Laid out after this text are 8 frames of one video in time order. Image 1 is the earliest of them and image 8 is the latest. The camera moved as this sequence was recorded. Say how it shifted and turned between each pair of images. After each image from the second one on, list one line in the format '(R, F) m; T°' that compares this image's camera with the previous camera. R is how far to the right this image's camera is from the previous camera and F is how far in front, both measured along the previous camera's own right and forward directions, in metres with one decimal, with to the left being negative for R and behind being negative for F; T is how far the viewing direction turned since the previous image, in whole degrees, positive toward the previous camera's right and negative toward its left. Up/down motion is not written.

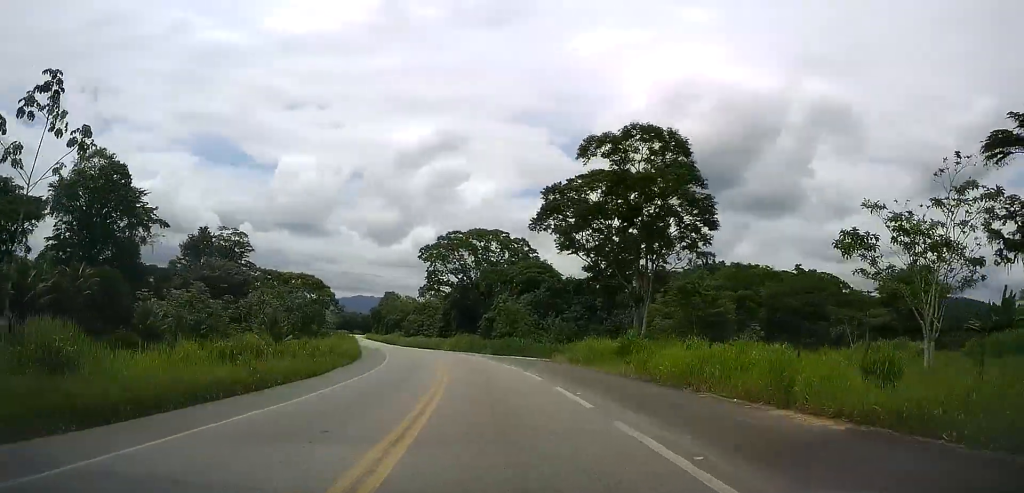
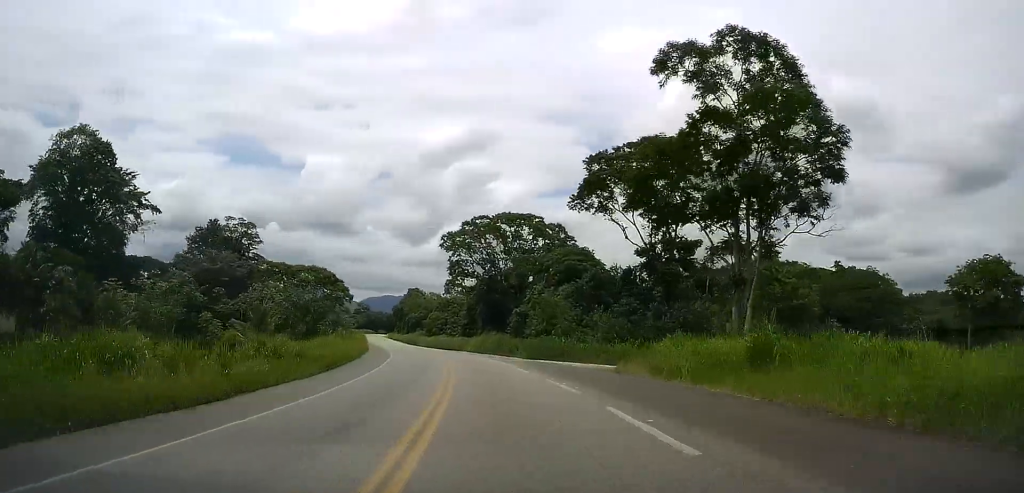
(-0.4, +13.1) m; -3°
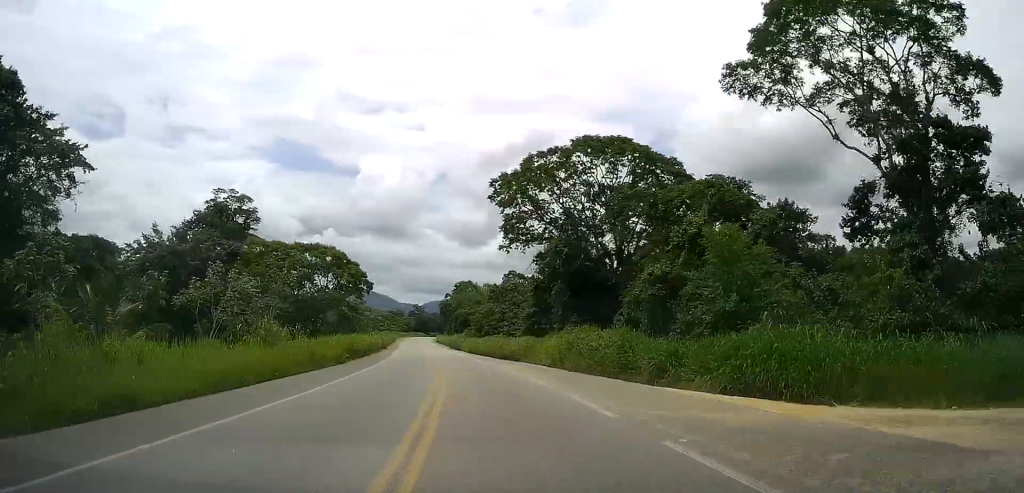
(-2.1, +34.5) m; -7°
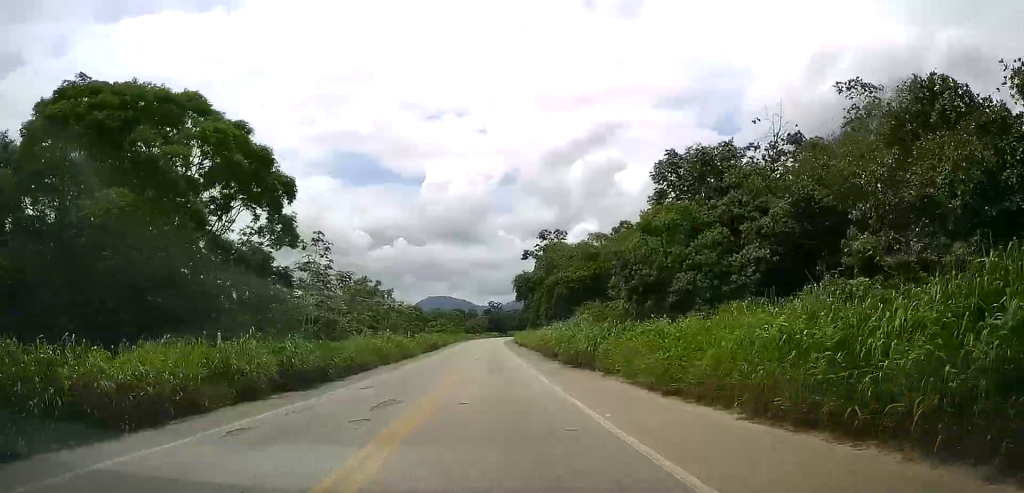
(-4.5, +61.3) m; -9°
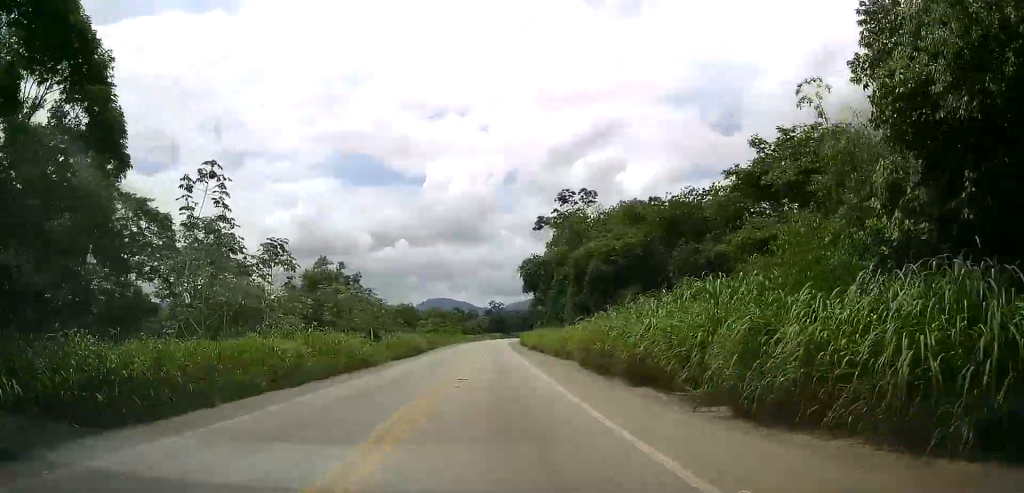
(-1.0, +19.6) m; -2°
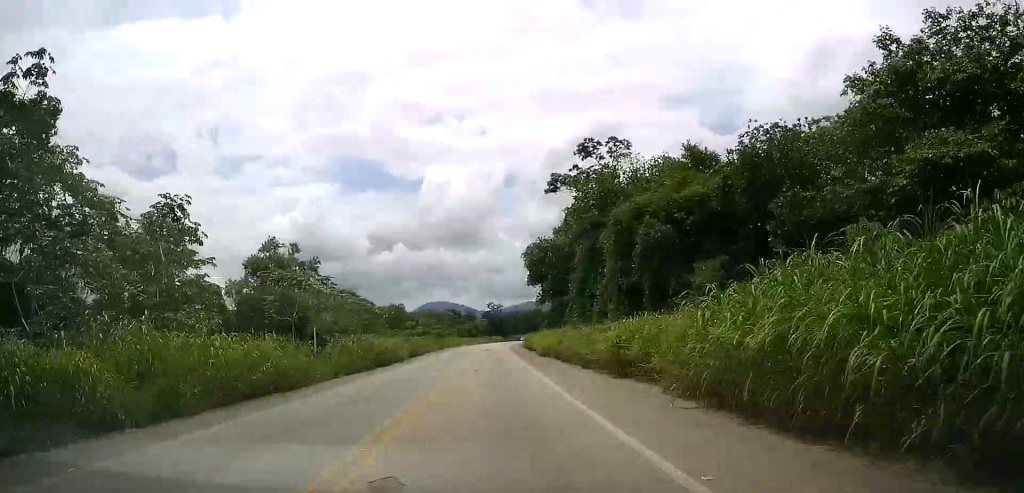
(-0.2, +13.7) m; -1°
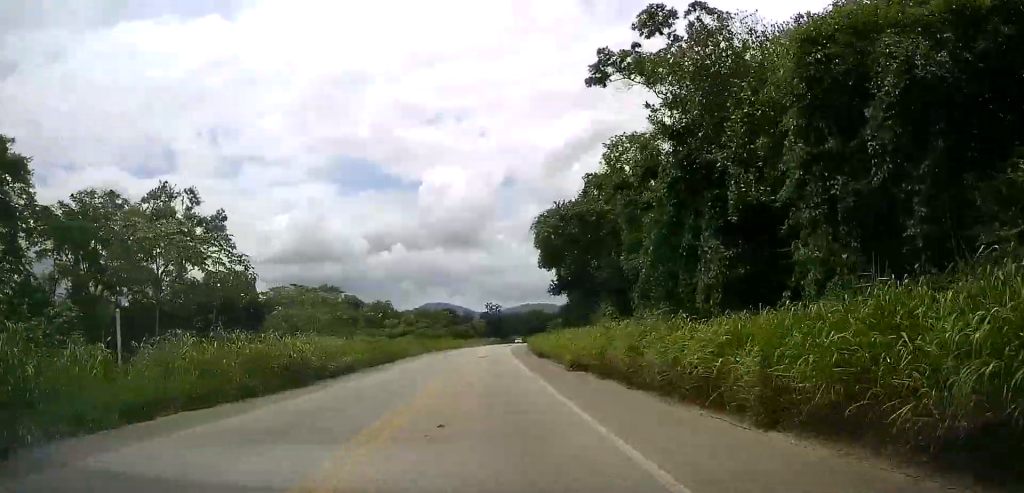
(-0.1, +16.6) m; 0°
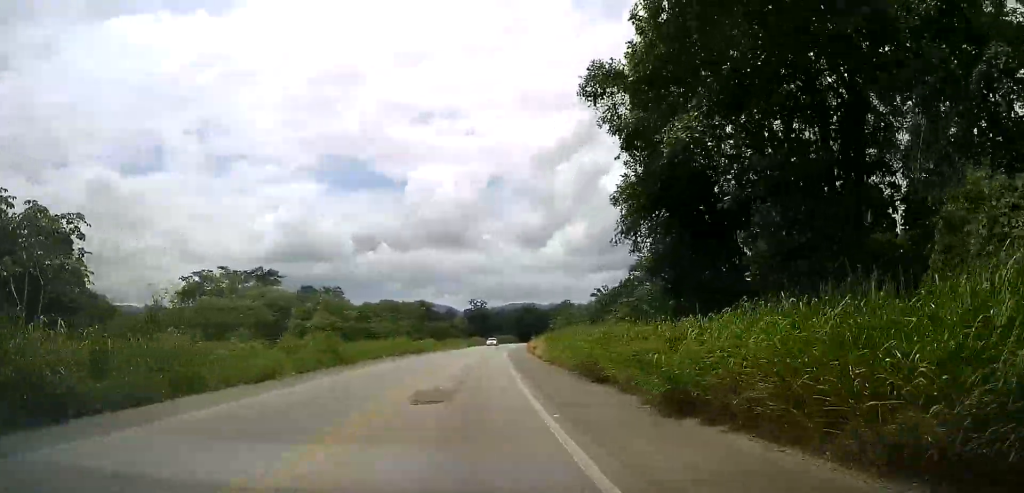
(+0.1, +33.8) m; +1°
